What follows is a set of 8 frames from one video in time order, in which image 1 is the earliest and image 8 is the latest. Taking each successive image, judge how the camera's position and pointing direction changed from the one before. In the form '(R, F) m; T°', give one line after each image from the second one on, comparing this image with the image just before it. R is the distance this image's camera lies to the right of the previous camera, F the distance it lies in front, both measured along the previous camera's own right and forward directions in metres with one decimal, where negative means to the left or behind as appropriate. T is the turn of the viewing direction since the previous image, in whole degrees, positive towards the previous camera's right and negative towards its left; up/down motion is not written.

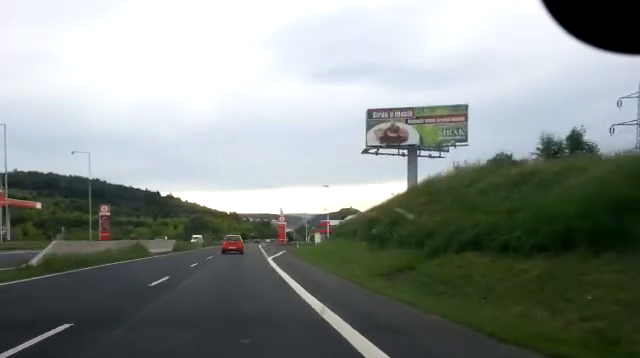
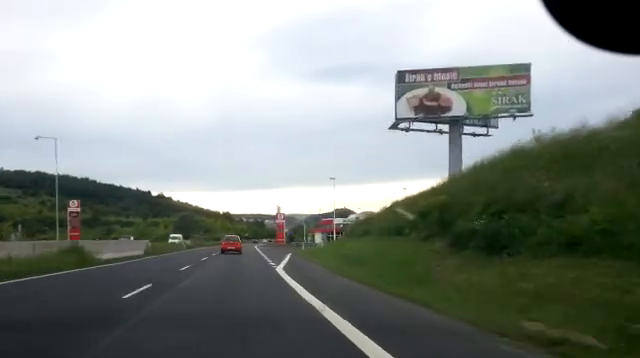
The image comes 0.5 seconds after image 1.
(+0.2, +12.0) m; +1°
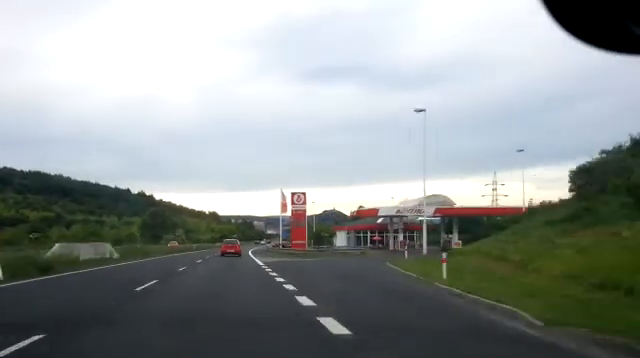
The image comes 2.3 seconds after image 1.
(+1.0, +42.3) m; +2°
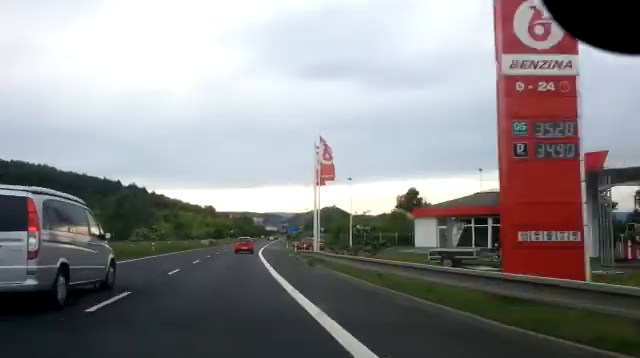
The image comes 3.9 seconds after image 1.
(-0.4, +39.8) m; -1°
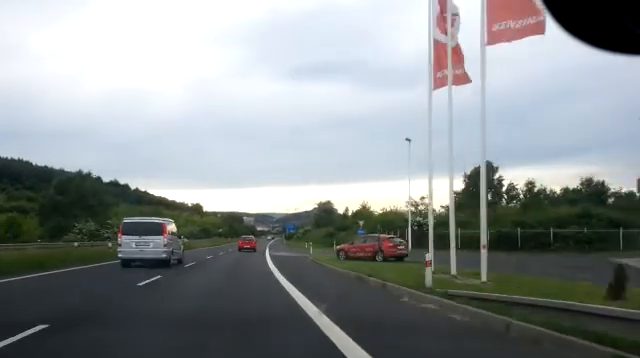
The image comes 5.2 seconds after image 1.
(+0.1, +31.0) m; +1°
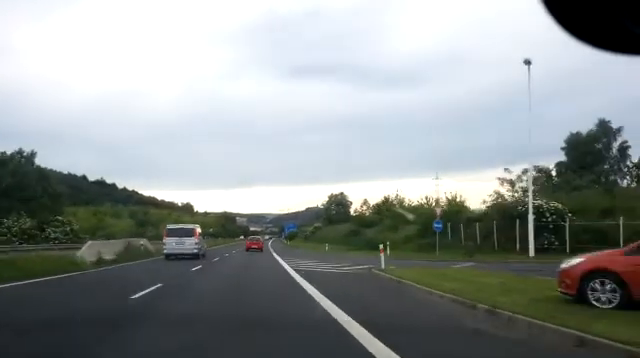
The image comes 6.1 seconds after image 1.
(+0.2, +20.4) m; +1°
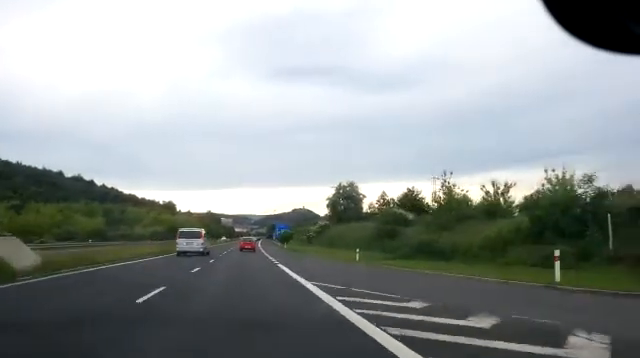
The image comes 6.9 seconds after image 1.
(+0.2, +18.0) m; +1°
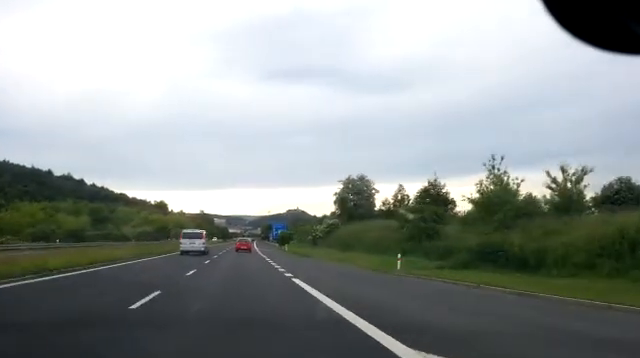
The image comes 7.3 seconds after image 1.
(0.0, +9.4) m; +1°
